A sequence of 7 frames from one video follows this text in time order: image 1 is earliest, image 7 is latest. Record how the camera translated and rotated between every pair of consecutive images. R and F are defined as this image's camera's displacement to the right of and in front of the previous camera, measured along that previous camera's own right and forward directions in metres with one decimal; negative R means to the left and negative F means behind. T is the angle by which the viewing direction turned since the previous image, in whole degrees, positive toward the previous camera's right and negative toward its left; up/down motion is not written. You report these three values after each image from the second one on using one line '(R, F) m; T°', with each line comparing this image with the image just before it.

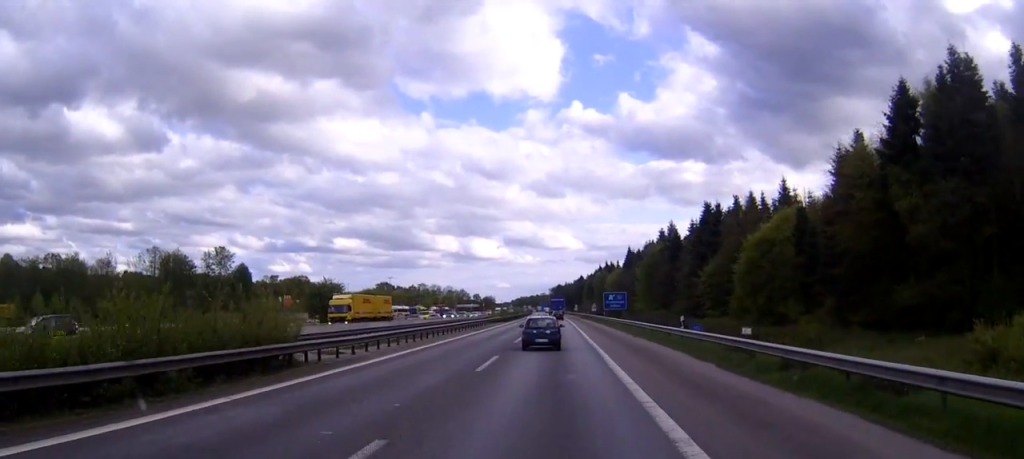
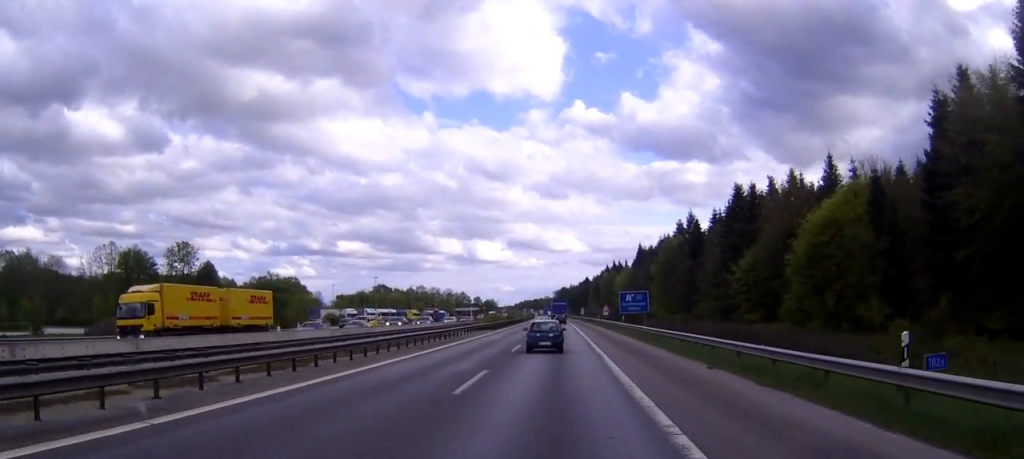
(-0.1, +22.6) m; 0°
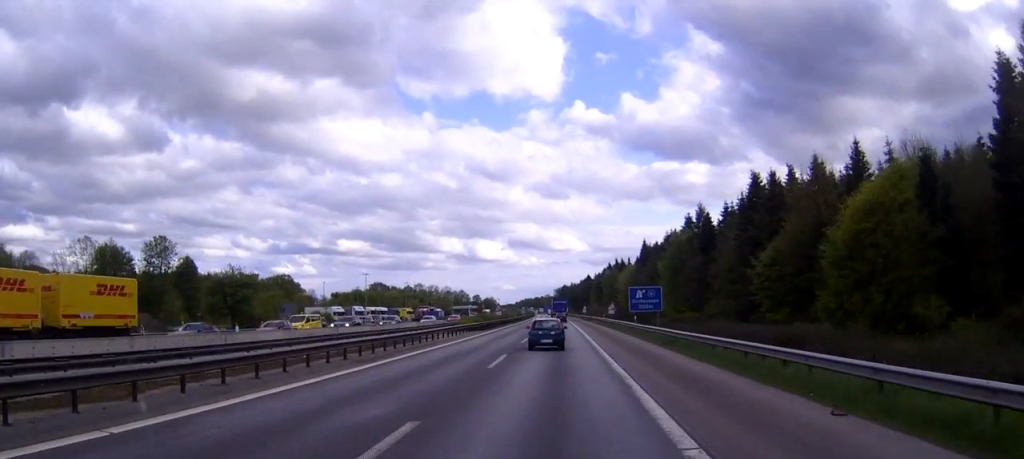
(0.0, +10.9) m; 0°
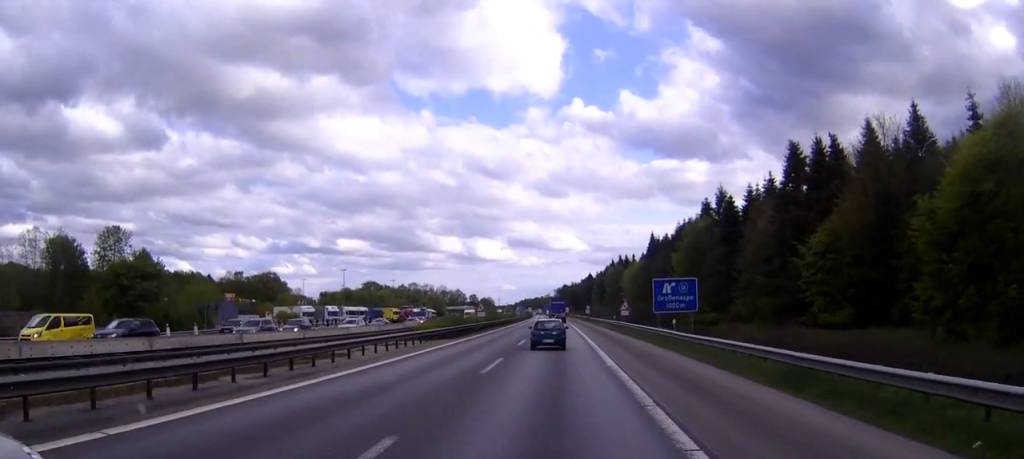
(0.0, +19.4) m; 0°
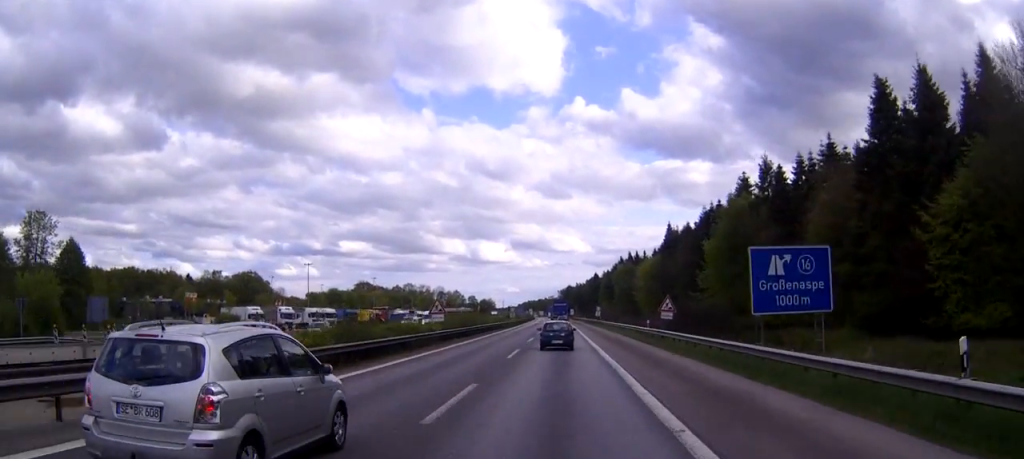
(-0.1, +27.3) m; 0°
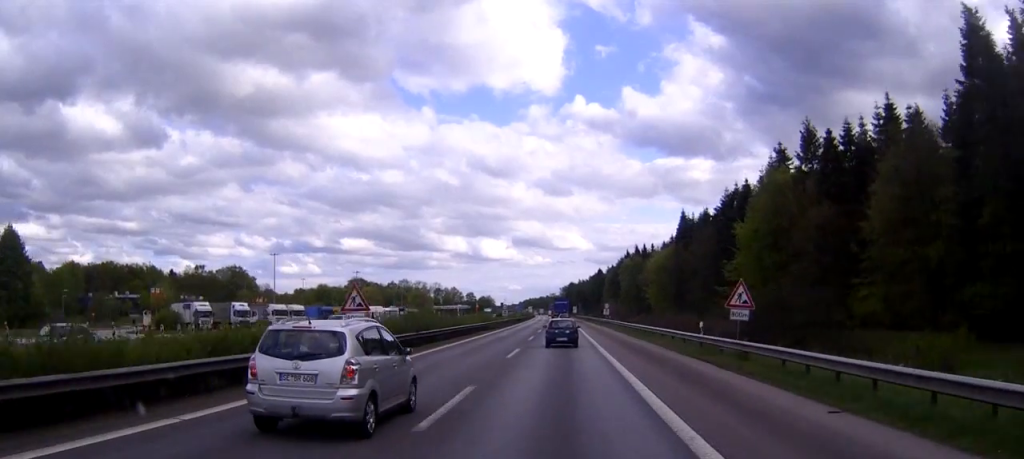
(-0.1, +18.8) m; 0°
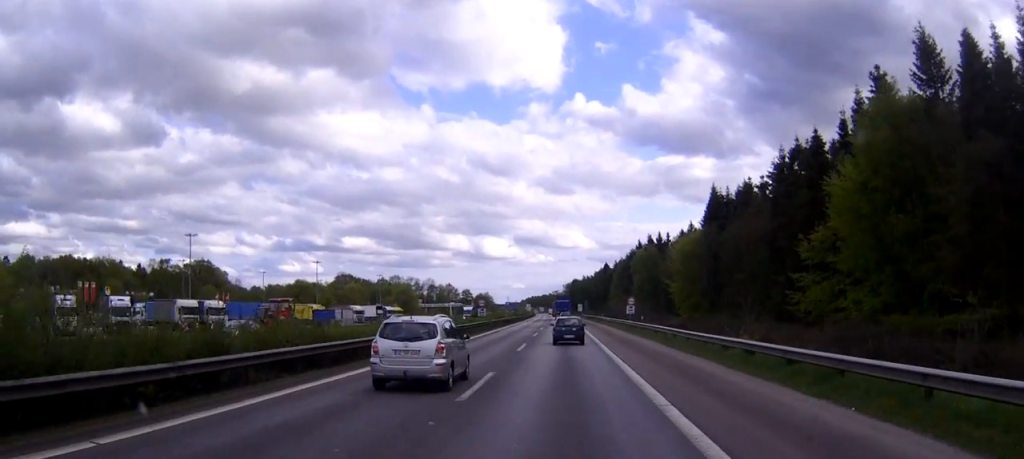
(0.0, +31.6) m; 0°
